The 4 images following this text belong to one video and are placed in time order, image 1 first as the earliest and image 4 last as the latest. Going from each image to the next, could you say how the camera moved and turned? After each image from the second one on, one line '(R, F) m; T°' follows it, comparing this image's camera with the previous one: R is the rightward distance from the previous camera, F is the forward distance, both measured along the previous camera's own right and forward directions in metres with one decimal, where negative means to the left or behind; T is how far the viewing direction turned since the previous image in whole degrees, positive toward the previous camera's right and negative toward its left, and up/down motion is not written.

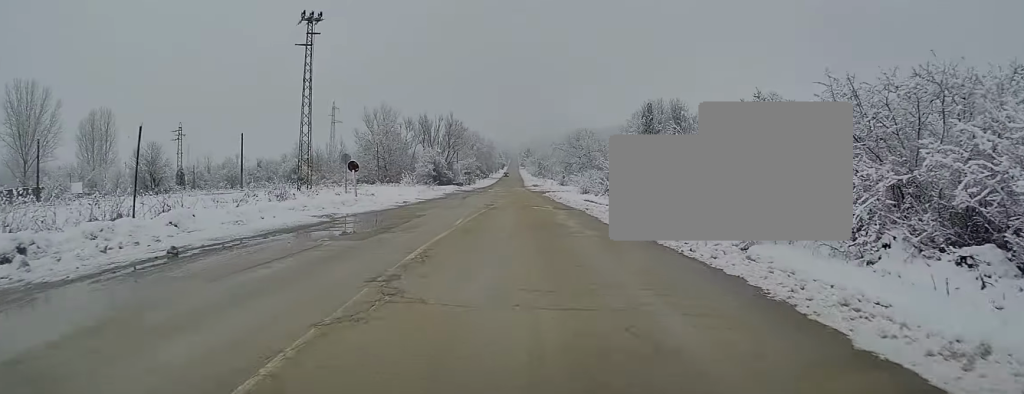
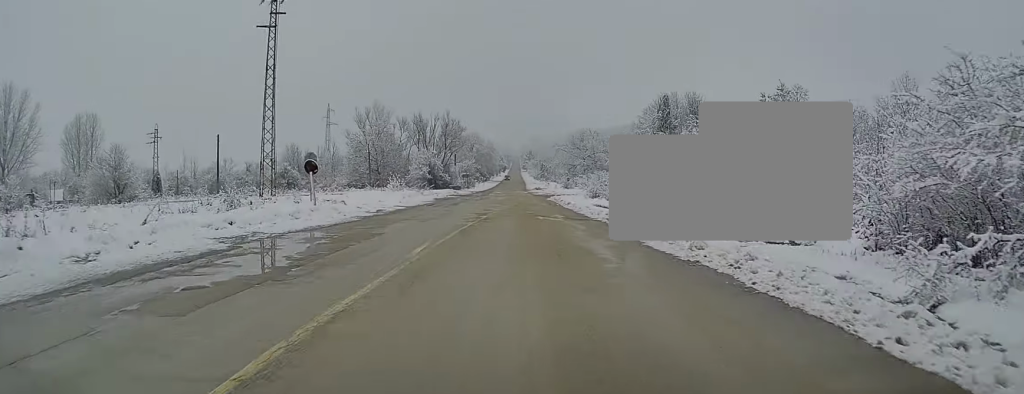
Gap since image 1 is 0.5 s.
(-0.1, +8.2) m; -1°
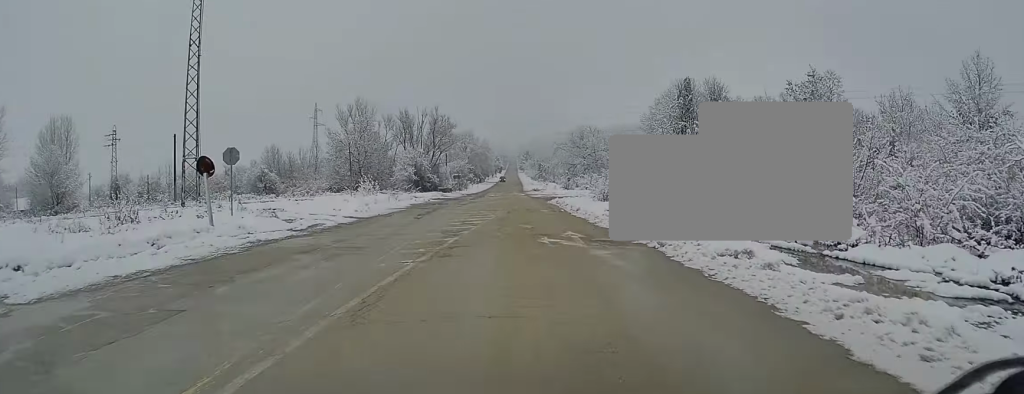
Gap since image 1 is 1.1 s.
(-0.1, +10.5) m; 0°
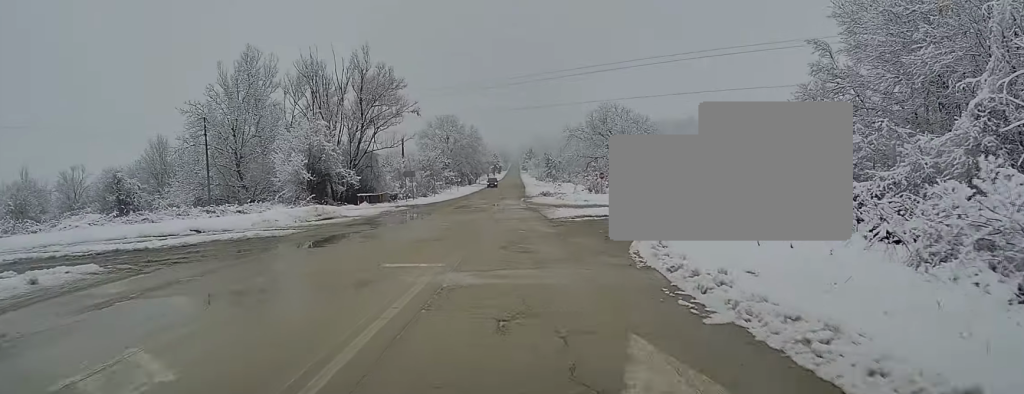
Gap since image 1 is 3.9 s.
(+0.4, +48.9) m; +1°
